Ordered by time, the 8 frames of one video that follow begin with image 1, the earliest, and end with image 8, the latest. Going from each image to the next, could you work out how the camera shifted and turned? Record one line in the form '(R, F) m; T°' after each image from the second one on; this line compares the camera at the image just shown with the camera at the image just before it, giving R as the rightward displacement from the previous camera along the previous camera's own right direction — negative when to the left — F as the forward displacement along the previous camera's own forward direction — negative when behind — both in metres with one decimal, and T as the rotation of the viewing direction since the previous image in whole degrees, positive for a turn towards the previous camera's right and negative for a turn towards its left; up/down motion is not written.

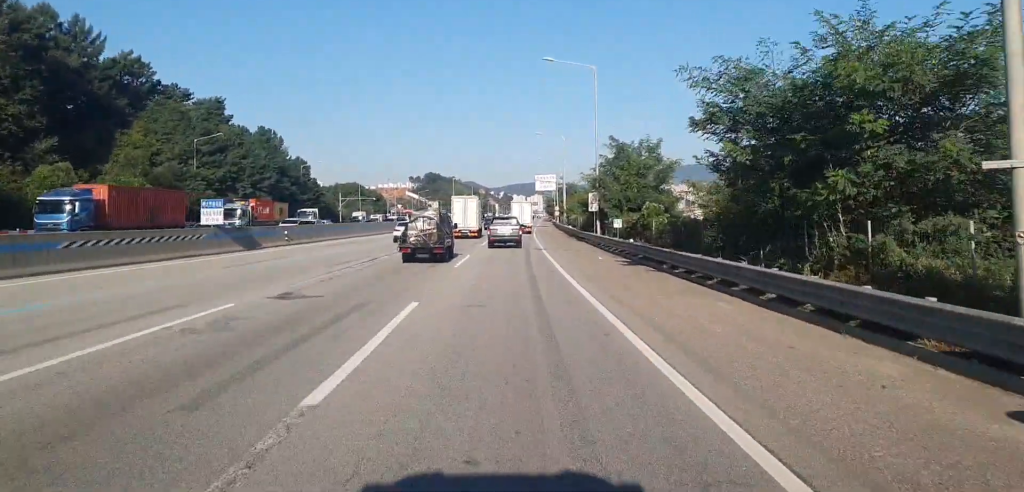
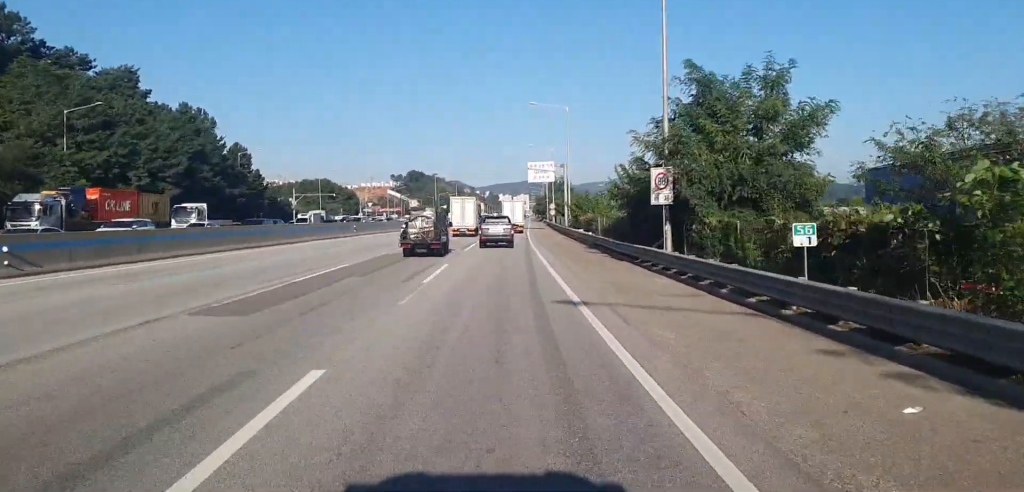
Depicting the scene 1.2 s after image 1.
(+0.1, +25.8) m; 0°
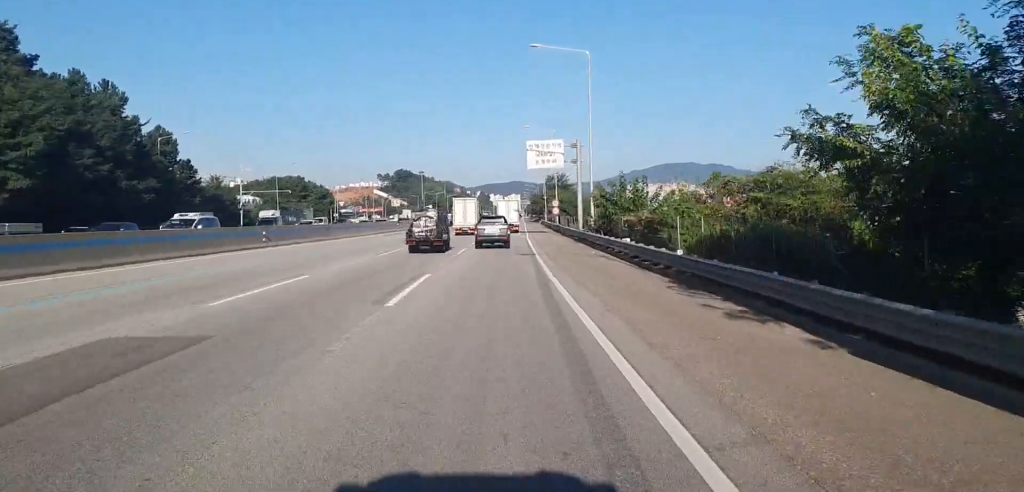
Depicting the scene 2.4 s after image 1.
(+0.2, +24.4) m; +1°
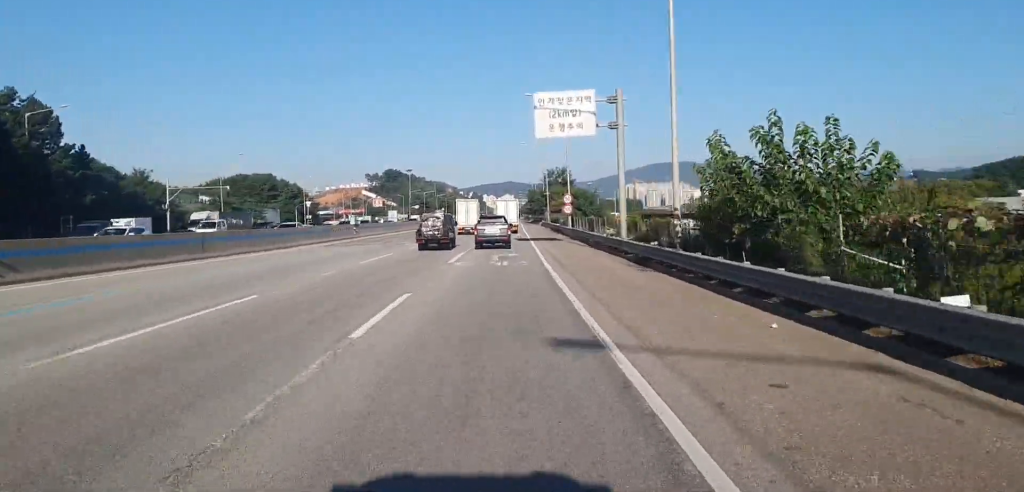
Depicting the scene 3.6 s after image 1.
(+0.2, +25.1) m; 0°
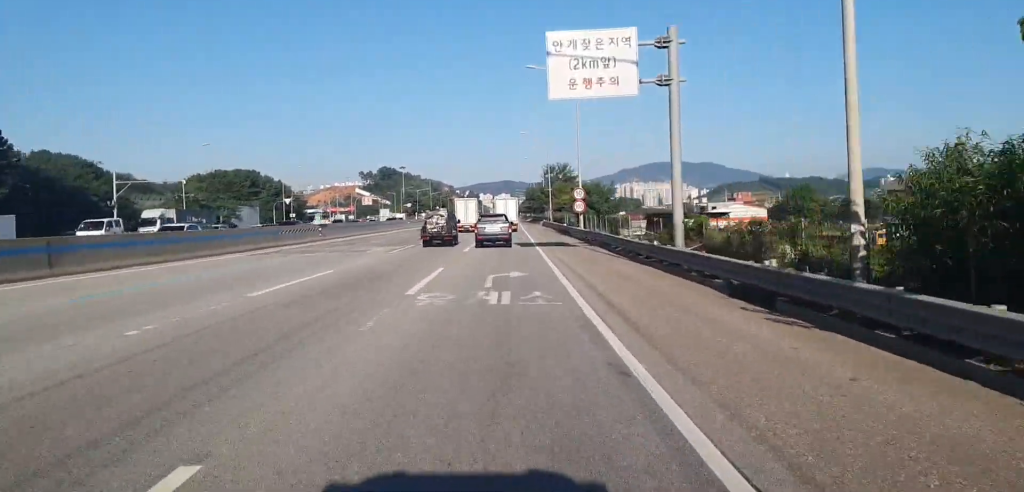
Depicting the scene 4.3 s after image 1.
(-0.3, +12.6) m; 0°
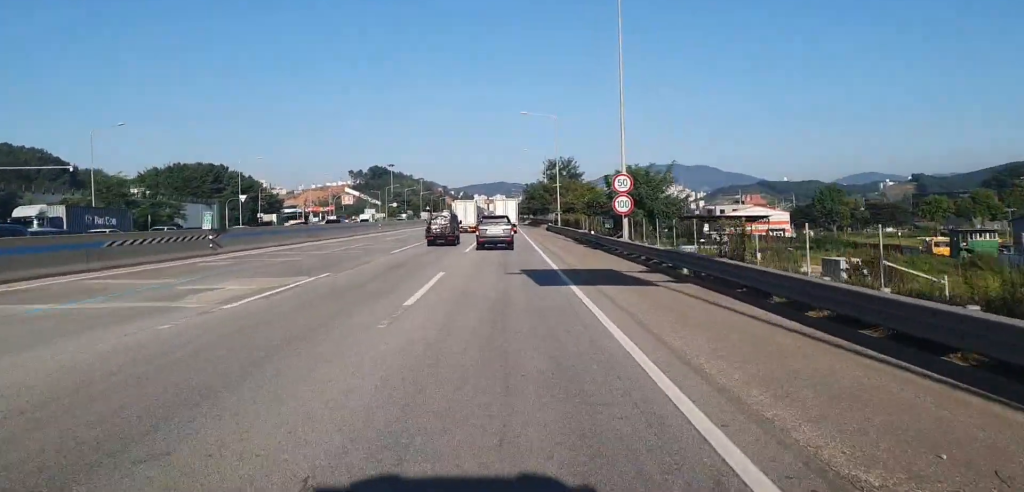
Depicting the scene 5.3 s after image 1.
(+0.5, +21.0) m; 0°
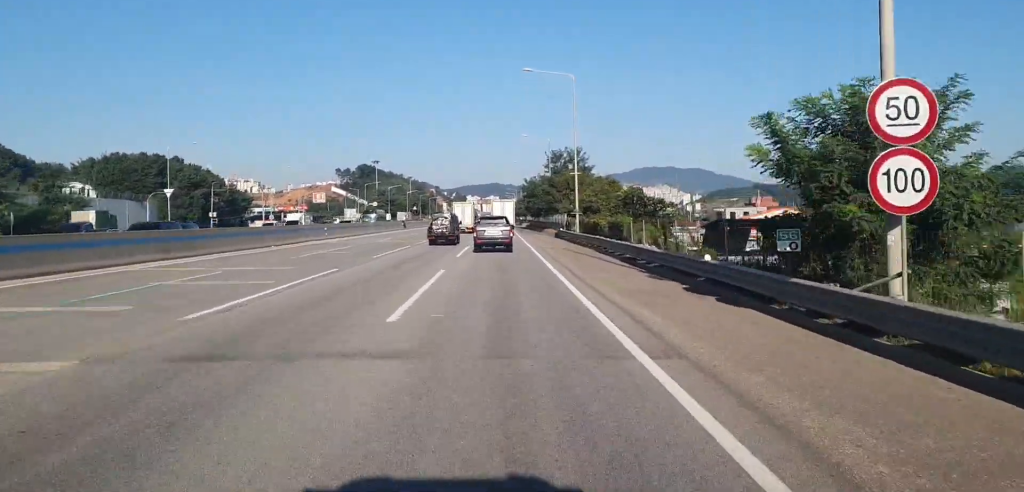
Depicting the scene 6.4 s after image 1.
(-0.4, +24.5) m; 0°
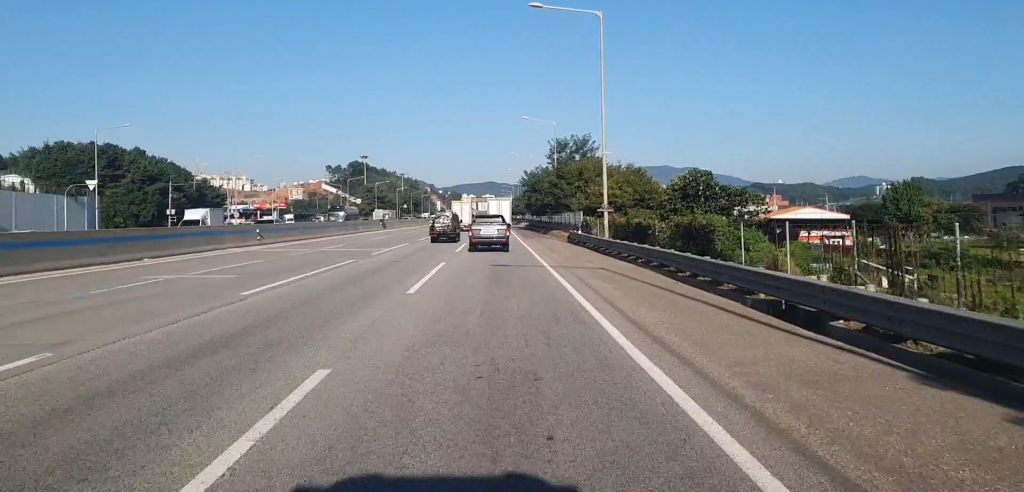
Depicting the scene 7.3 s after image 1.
(+0.3, +16.8) m; +1°
